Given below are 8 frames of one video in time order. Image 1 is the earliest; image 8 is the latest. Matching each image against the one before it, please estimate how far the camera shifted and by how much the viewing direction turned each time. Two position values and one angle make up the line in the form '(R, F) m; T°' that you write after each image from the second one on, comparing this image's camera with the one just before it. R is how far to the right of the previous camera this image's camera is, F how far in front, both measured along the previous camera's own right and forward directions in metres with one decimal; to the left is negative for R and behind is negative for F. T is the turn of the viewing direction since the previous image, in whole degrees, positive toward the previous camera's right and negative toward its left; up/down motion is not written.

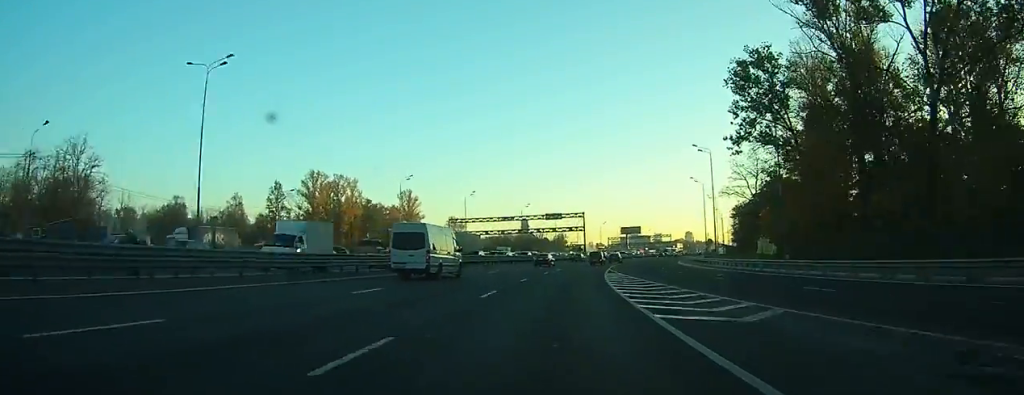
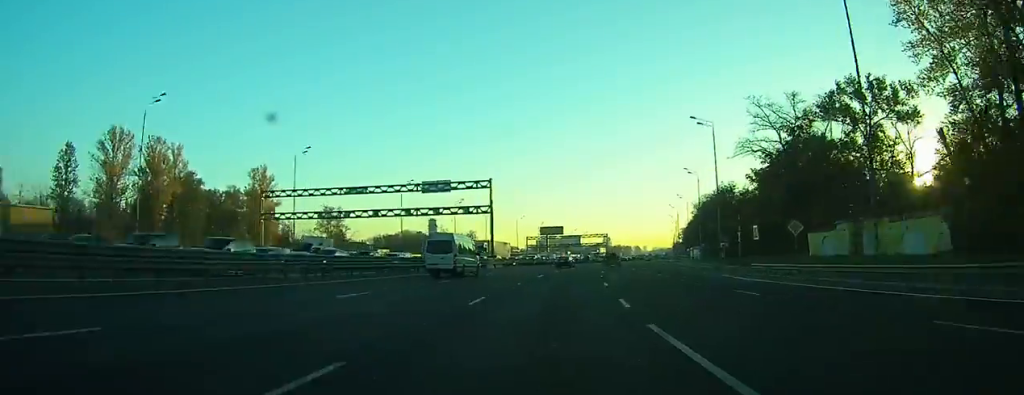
(+3.5, +61.6) m; +8°
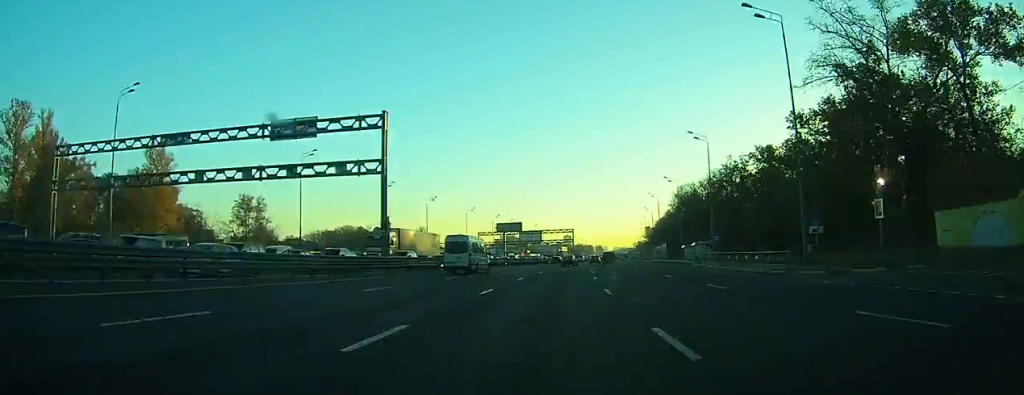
(+1.6, +31.3) m; +5°
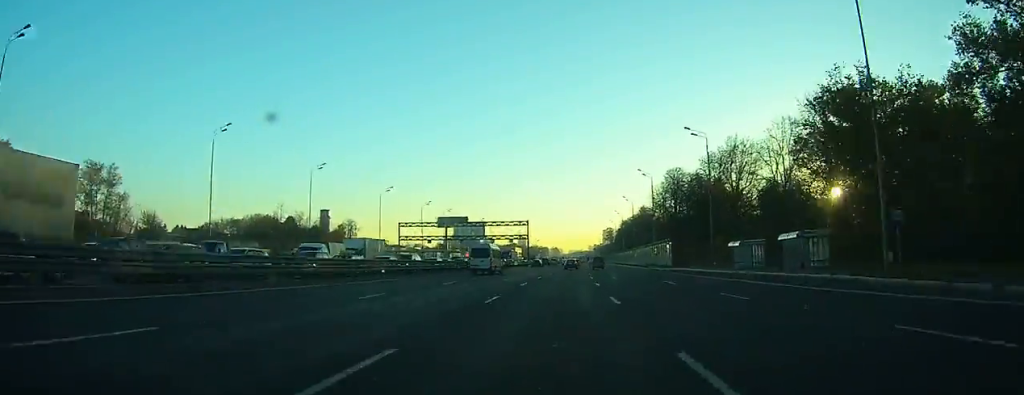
(+2.5, +48.2) m; +5°
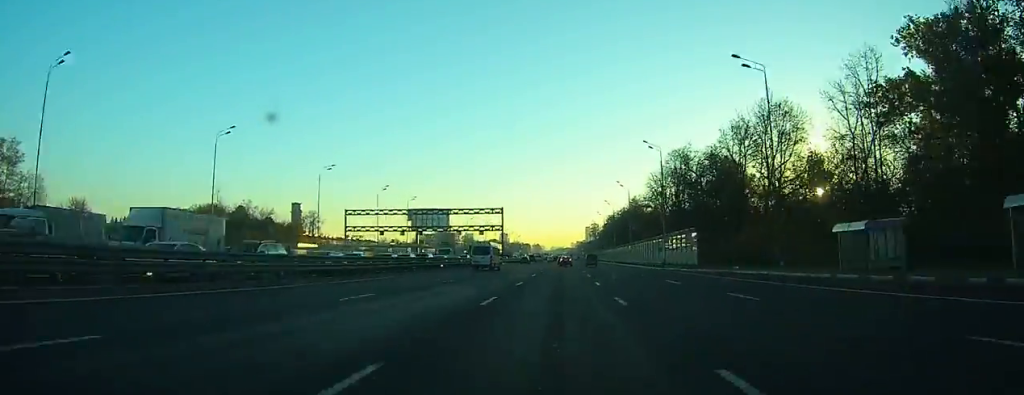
(+0.4, +26.4) m; +1°
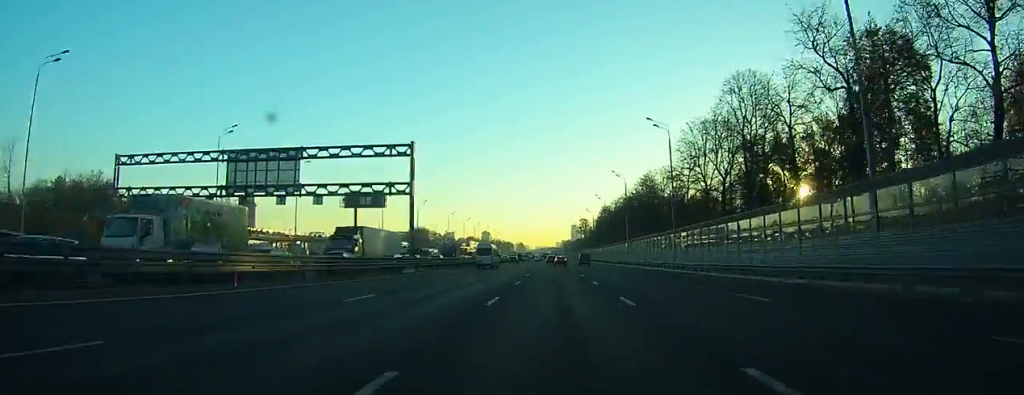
(+0.9, +61.6) m; +1°
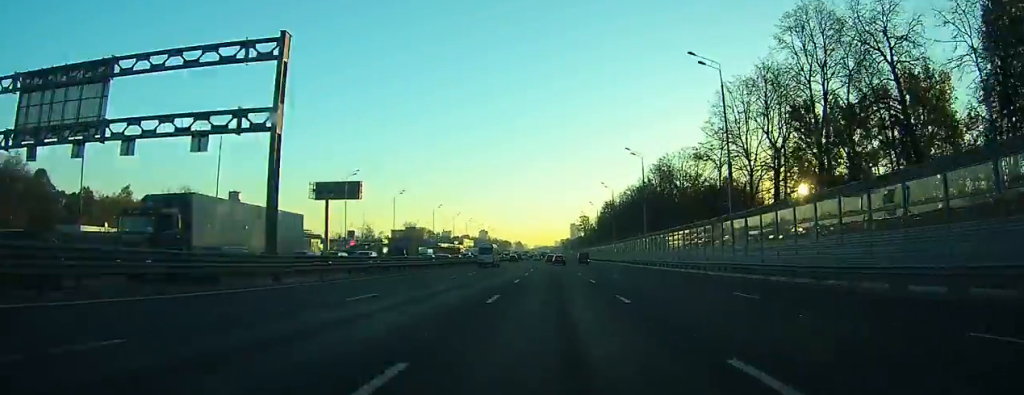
(0.0, +23.4) m; 0°
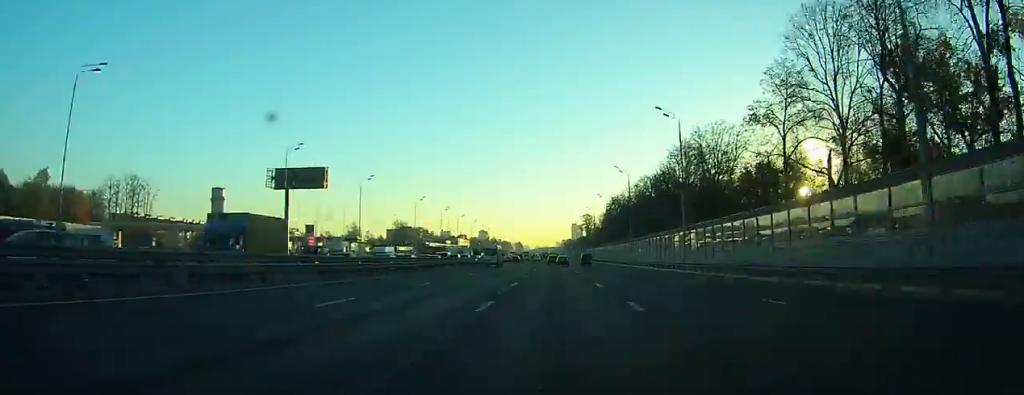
(+0.1, +25.6) m; 0°
